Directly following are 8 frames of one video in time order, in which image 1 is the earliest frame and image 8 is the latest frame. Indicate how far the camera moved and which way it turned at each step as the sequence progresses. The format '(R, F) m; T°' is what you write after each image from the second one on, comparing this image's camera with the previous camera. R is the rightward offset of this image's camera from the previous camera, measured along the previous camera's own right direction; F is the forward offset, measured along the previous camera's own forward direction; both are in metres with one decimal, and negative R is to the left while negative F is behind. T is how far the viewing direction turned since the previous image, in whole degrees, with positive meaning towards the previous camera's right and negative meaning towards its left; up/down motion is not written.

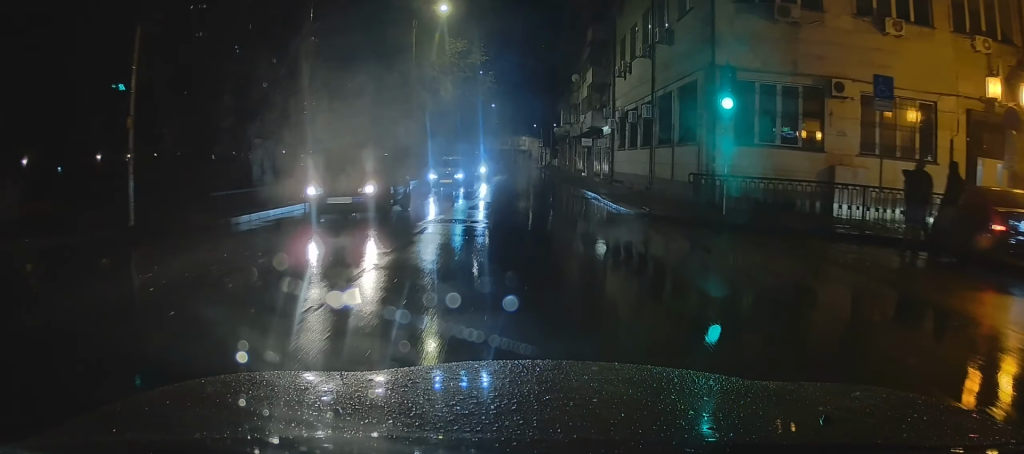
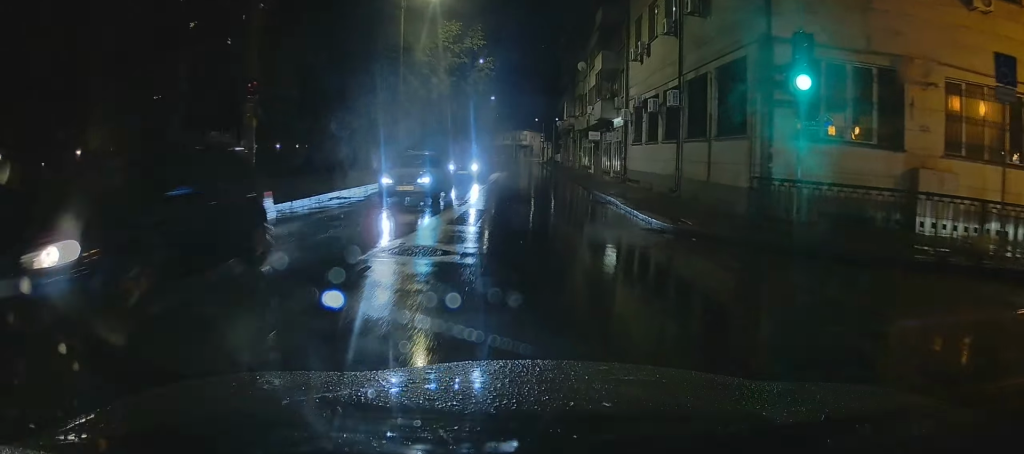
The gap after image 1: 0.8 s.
(+0.2, +3.9) m; +5°
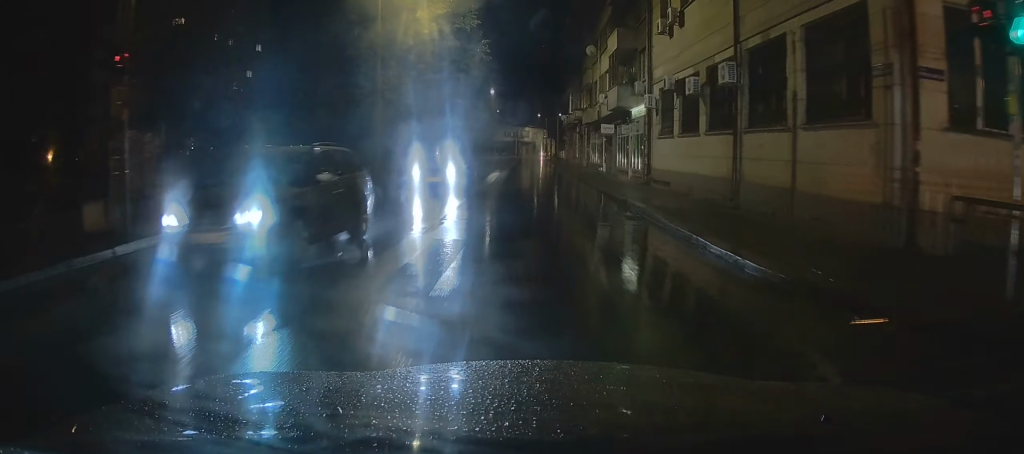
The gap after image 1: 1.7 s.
(+0.3, +5.5) m; +3°
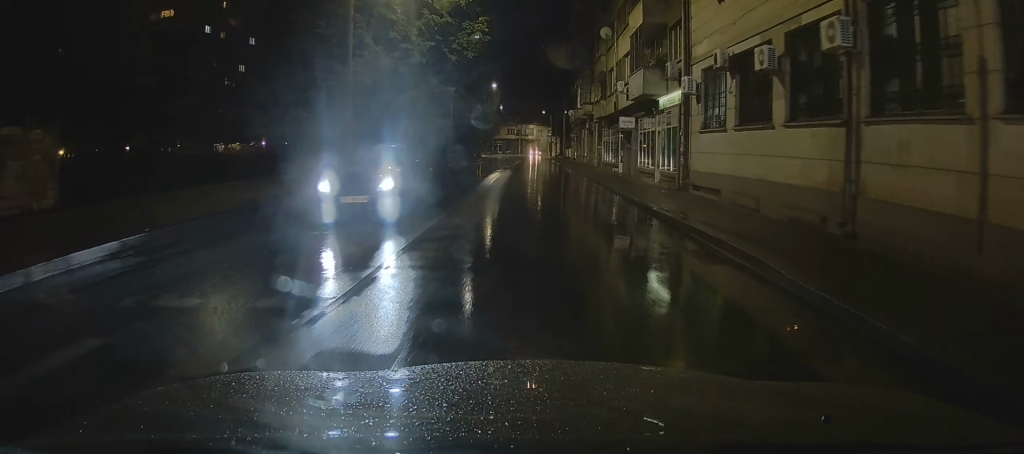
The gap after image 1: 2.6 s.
(-0.1, +5.6) m; 0°
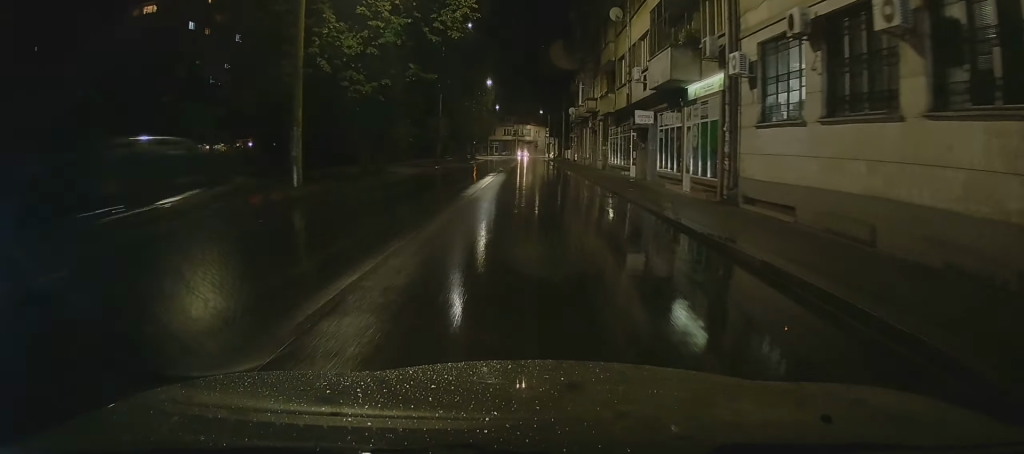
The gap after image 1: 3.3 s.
(0.0, +5.4) m; +2°
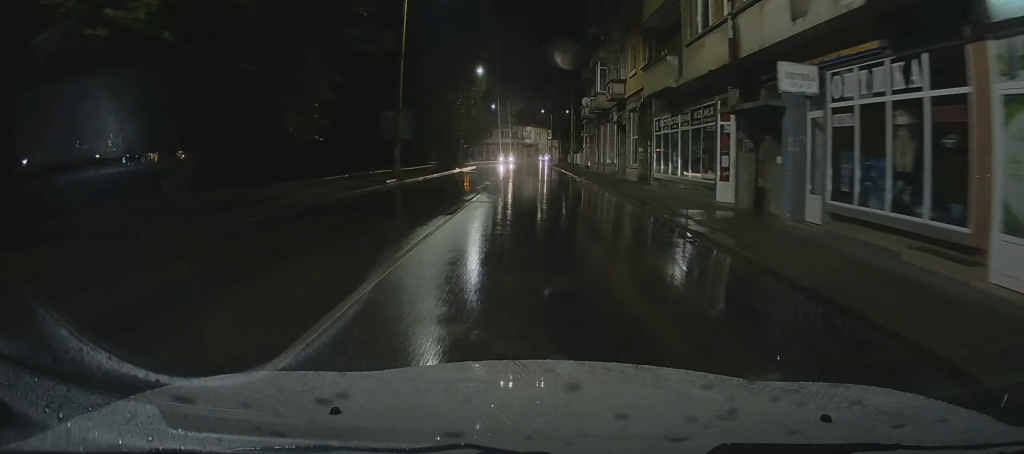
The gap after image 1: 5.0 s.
(-0.7, +14.9) m; -7°
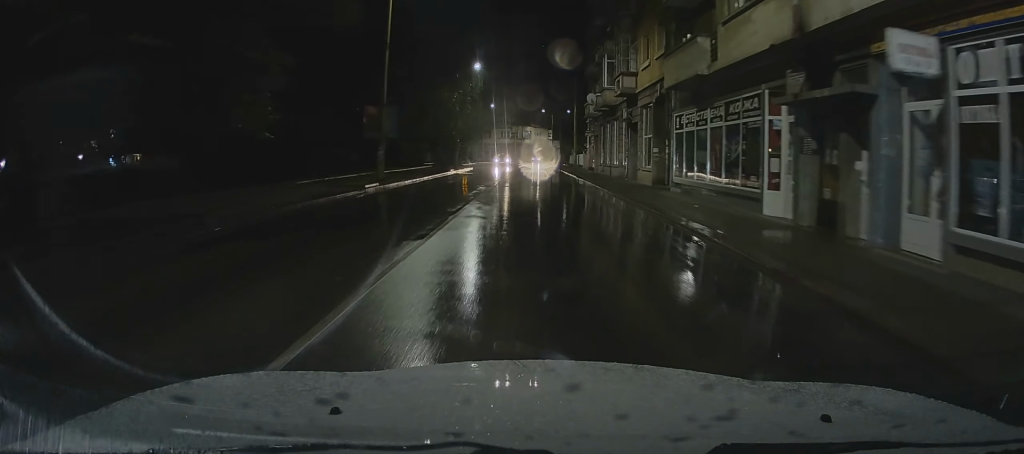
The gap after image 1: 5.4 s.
(-0.1, +3.5) m; -2°
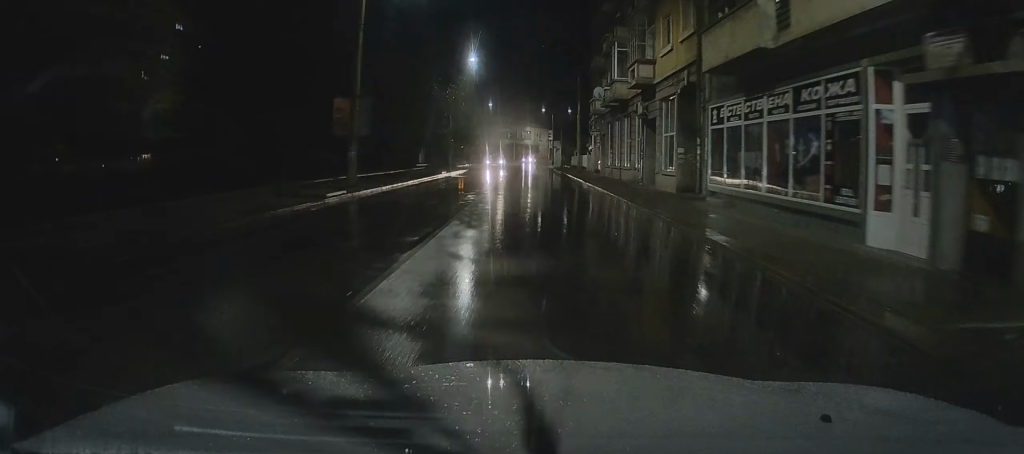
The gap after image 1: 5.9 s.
(+0.1, +4.6) m; 0°
